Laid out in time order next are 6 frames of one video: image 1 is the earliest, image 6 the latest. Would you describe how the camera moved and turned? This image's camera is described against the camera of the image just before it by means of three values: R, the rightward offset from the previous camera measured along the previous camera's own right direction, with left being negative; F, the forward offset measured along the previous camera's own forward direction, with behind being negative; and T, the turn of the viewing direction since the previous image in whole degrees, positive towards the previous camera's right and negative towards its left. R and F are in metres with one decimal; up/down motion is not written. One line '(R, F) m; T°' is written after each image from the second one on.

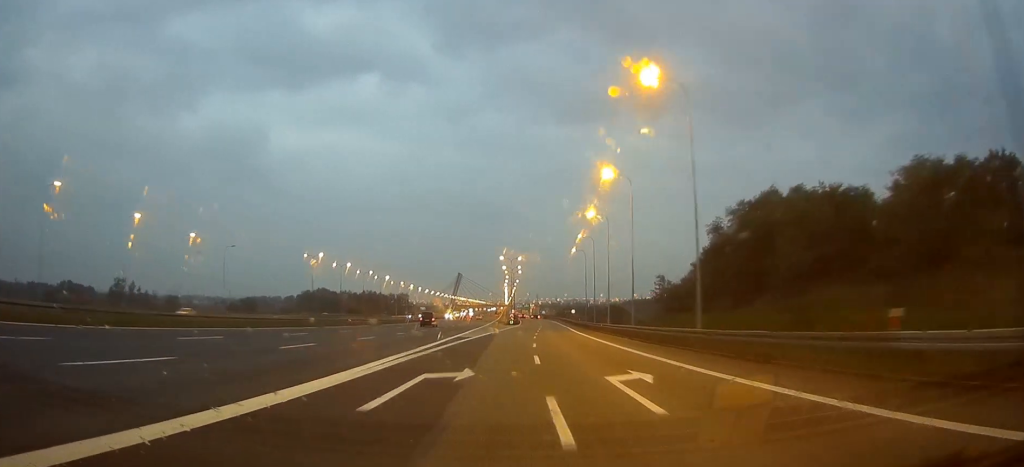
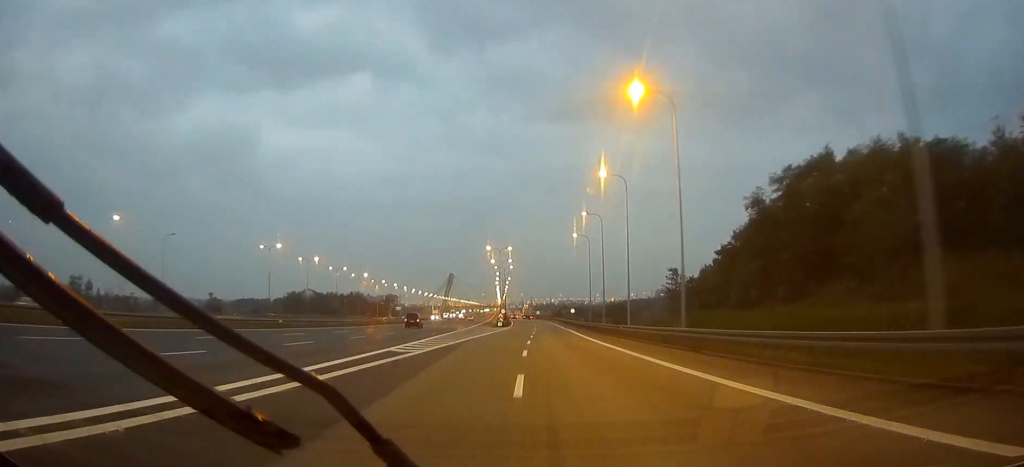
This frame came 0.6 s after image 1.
(+0.2, +19.8) m; +1°
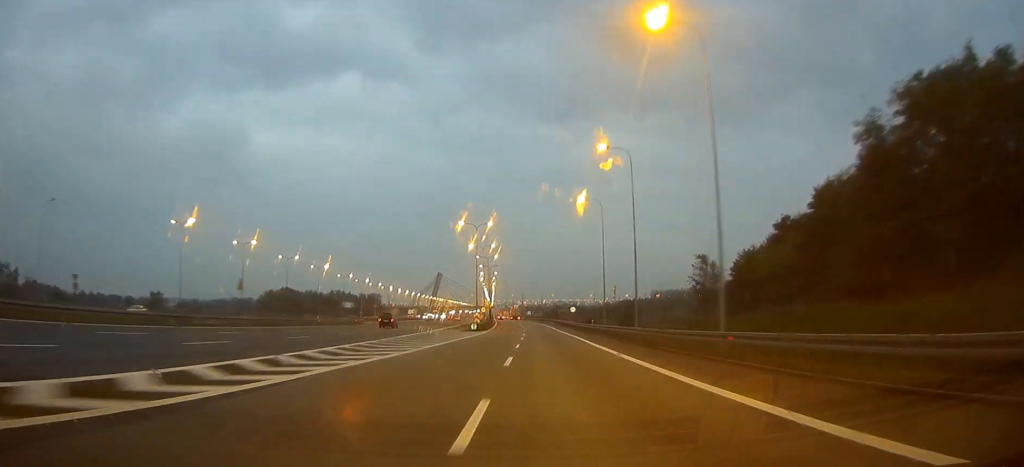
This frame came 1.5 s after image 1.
(+0.2, +28.5) m; +1°
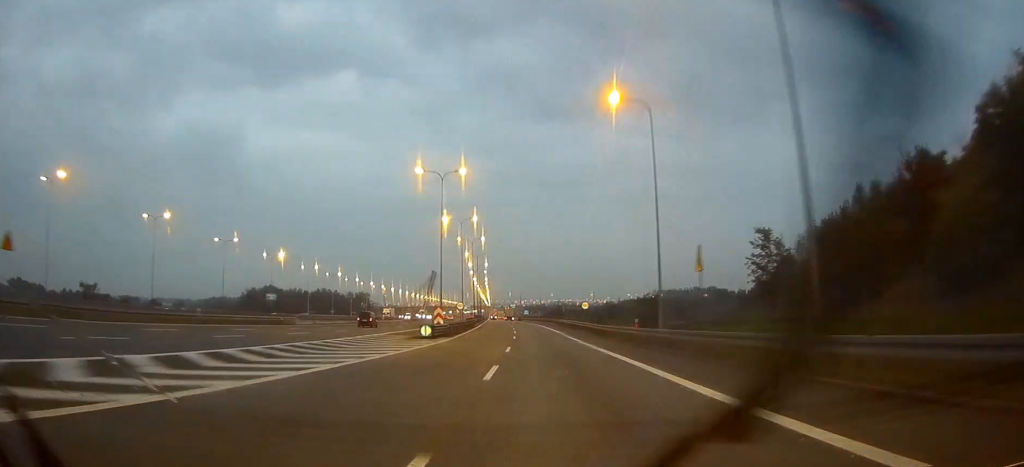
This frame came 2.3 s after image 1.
(+0.1, +27.4) m; 0°
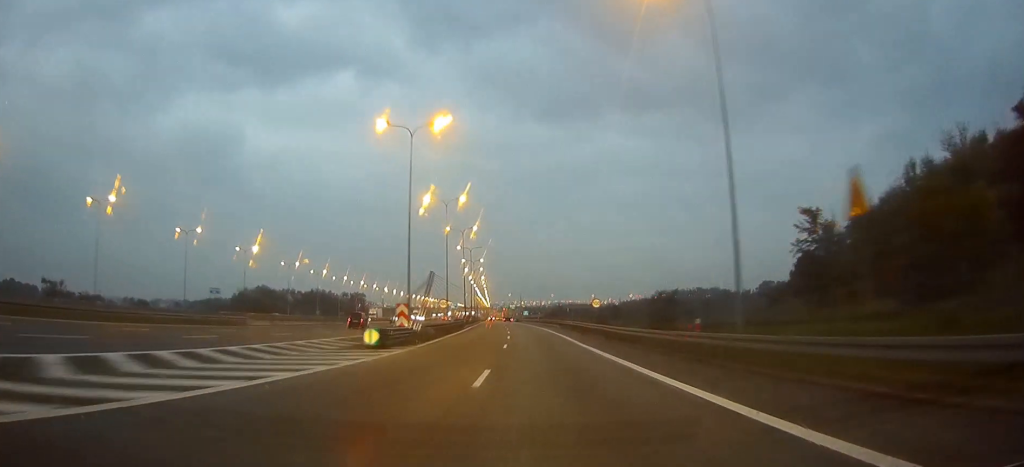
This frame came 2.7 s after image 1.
(+0.1, +13.2) m; 0°
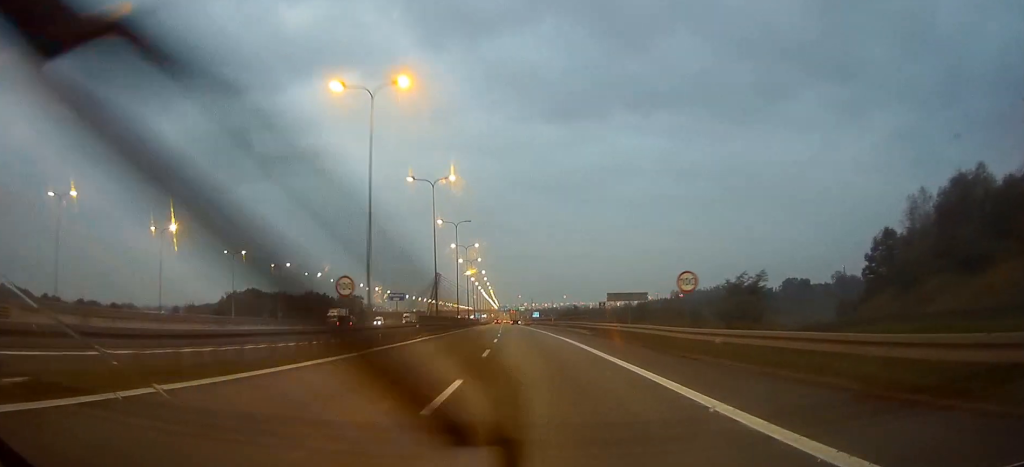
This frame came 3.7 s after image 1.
(0.0, +32.9) m; -1°
